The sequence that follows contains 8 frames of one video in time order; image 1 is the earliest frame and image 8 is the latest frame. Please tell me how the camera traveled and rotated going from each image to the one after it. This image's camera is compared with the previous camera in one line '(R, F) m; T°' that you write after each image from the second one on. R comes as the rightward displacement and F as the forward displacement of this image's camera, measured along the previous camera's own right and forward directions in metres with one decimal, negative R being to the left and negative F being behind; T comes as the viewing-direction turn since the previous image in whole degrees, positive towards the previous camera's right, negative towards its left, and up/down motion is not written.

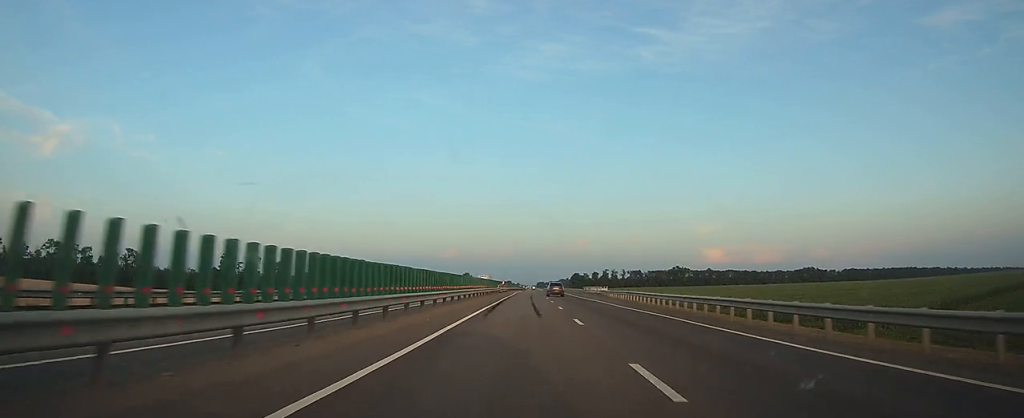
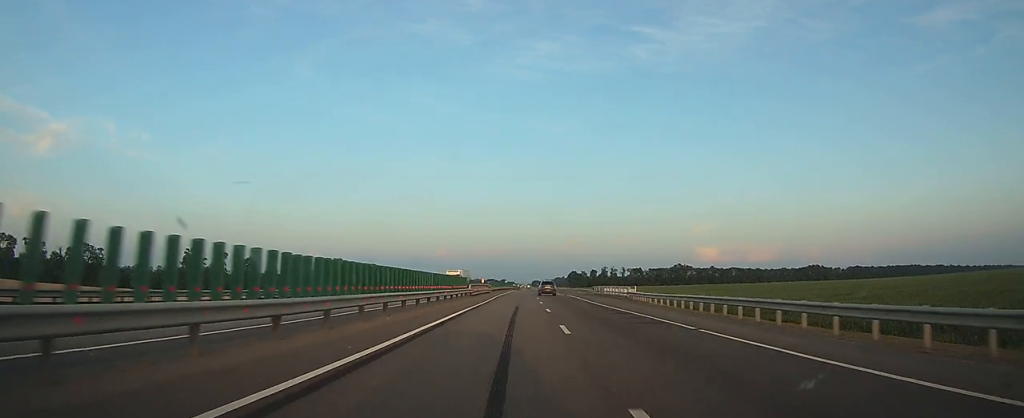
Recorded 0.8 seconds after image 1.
(0.0, +27.7) m; 0°
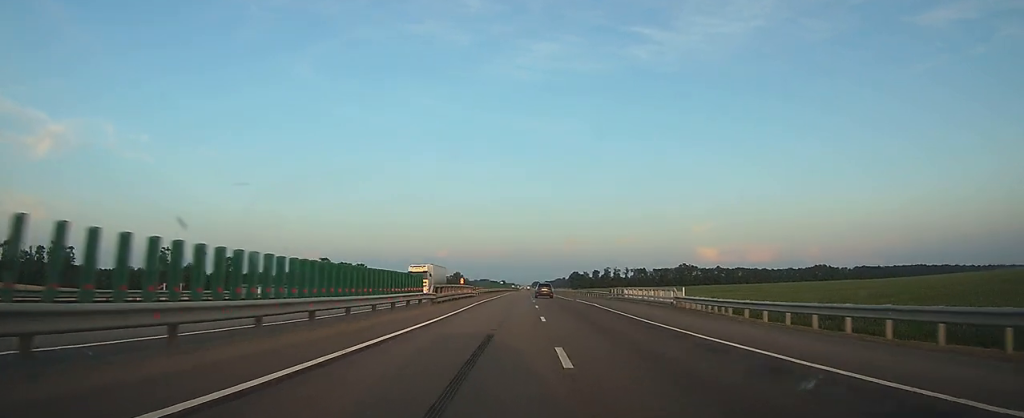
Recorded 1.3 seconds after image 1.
(0.0, +18.3) m; 0°
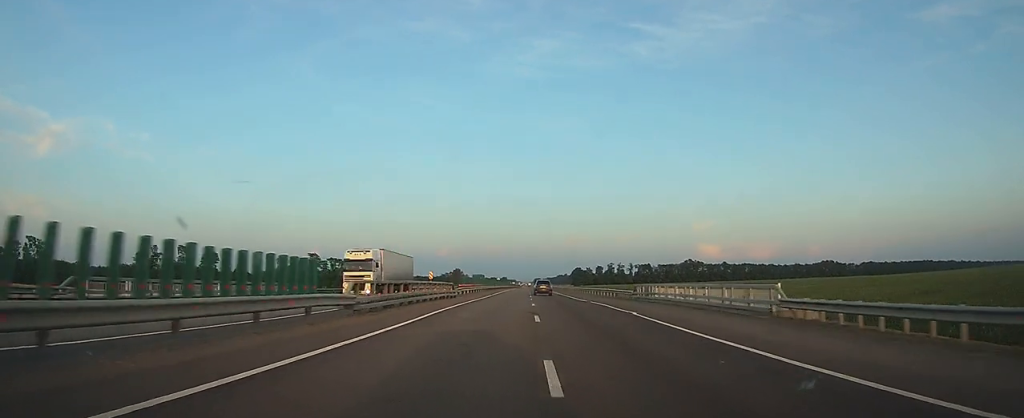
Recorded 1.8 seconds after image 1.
(0.0, +14.7) m; 0°
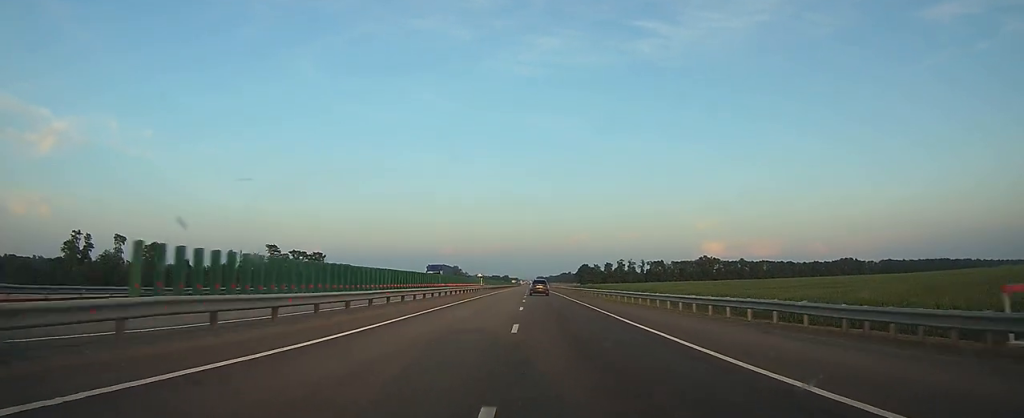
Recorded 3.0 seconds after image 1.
(+0.1, +40.2) m; 0°
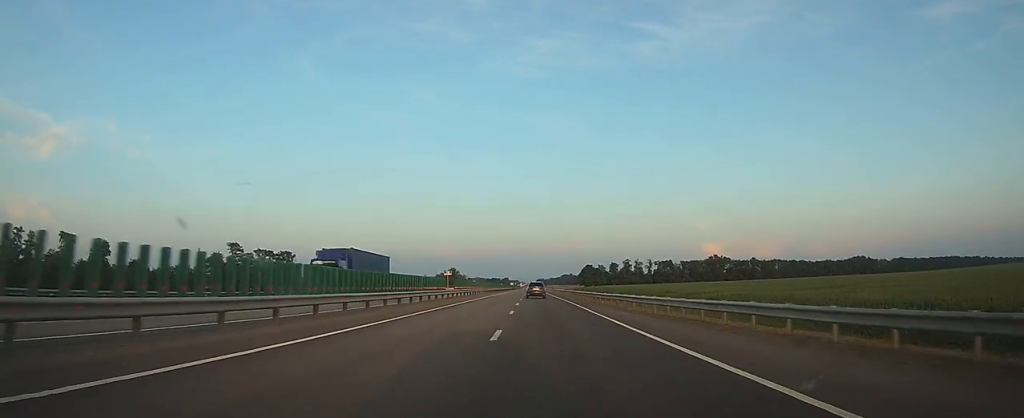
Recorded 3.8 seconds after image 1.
(0.0, +26.4) m; 0°
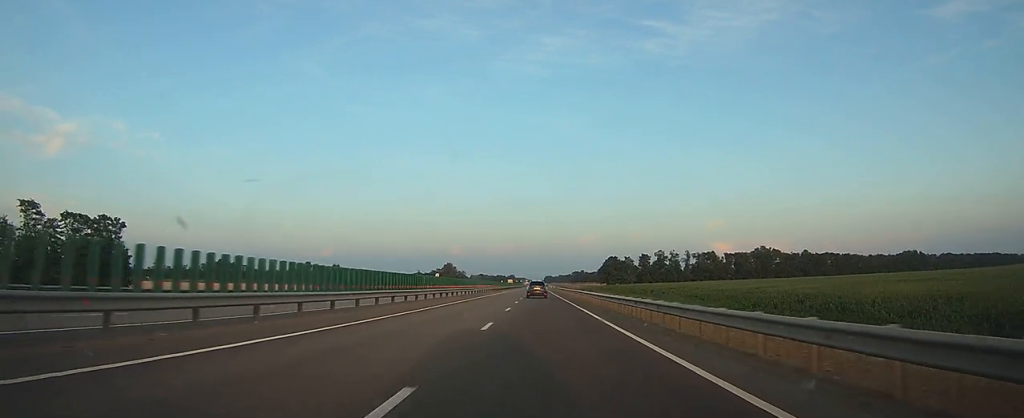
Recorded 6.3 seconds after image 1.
(-0.3, +81.8) m; 0°
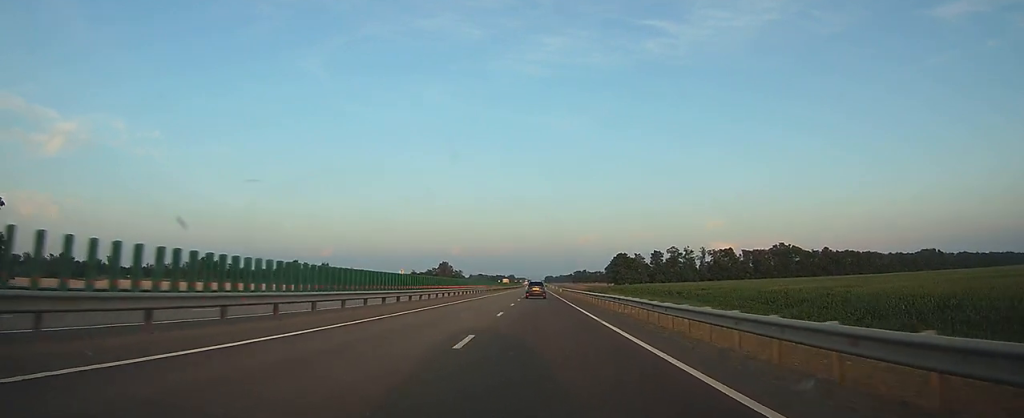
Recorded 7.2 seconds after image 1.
(-0.1, +28.7) m; 0°
